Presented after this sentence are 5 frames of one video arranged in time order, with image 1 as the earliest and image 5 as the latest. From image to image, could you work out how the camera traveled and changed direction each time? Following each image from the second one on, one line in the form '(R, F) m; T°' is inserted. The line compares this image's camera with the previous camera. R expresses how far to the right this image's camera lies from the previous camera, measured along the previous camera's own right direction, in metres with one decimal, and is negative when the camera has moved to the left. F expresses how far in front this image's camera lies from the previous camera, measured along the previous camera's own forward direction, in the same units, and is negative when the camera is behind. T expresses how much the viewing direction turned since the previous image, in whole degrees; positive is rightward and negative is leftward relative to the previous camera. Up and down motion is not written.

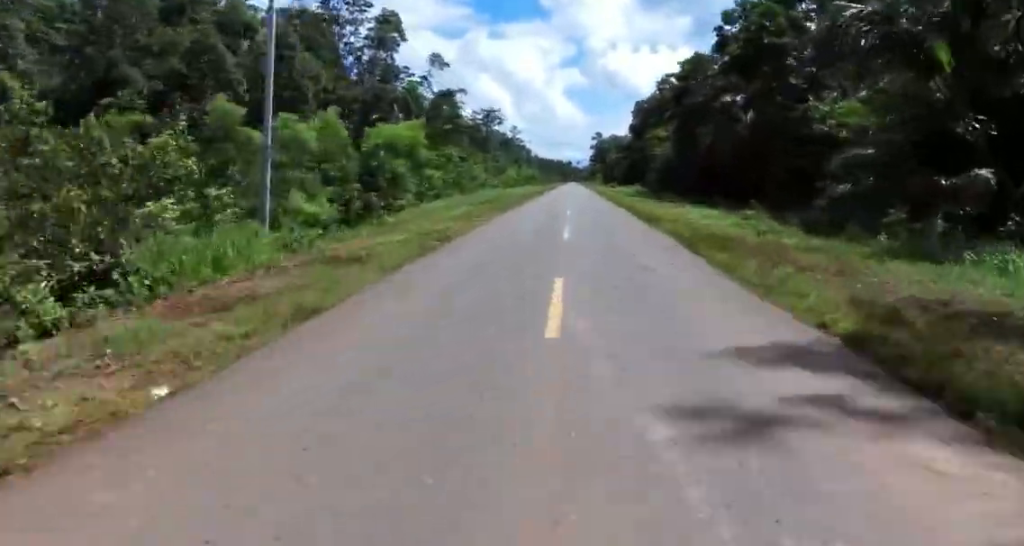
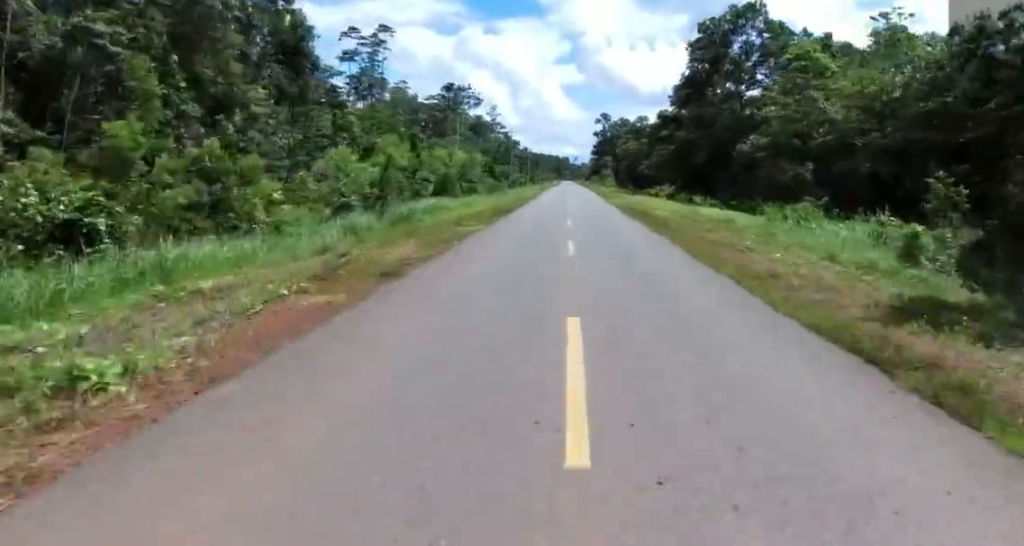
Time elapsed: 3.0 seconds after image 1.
(-2.9, +69.2) m; -4°
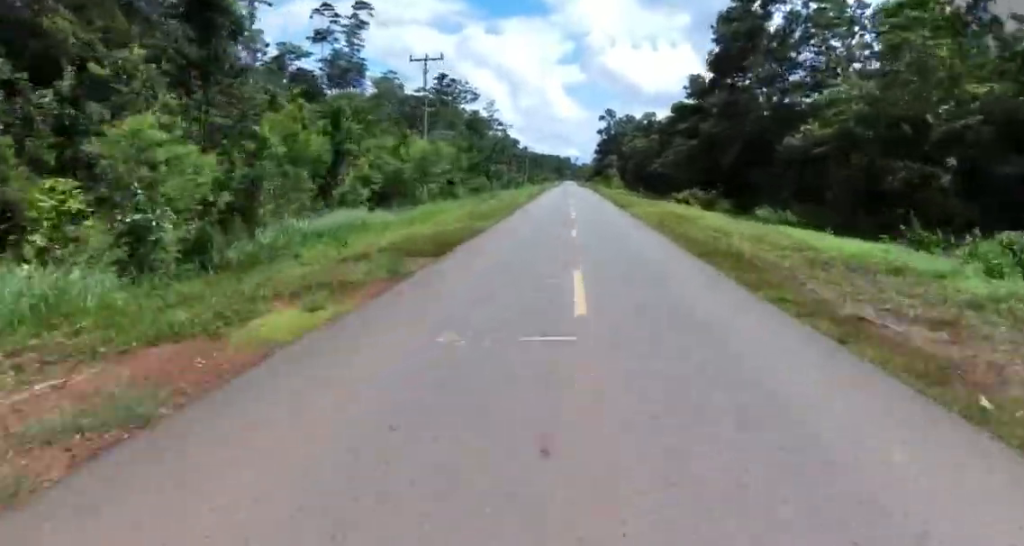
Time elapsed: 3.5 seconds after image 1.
(0.0, +13.1) m; +1°
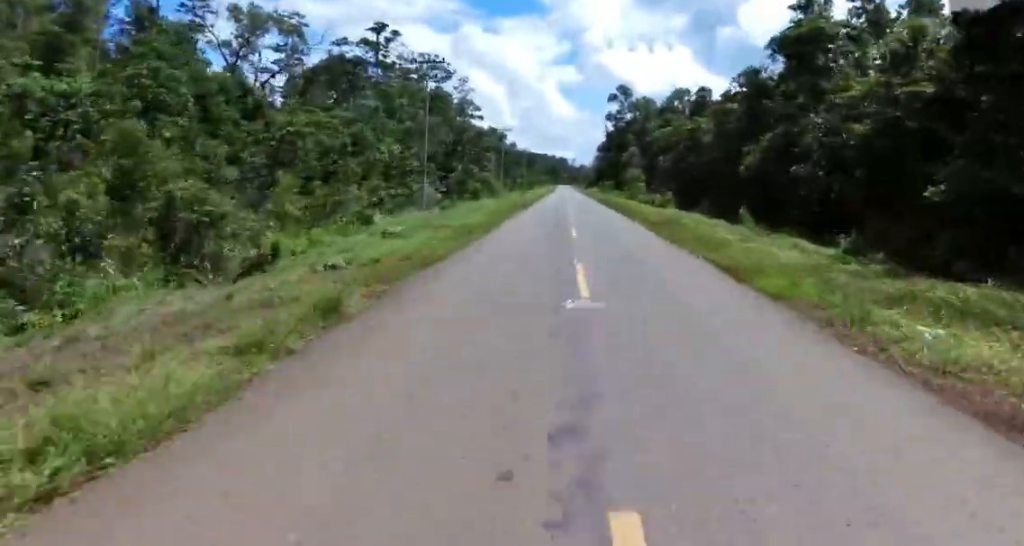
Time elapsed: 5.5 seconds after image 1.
(+0.8, +49.0) m; +1°
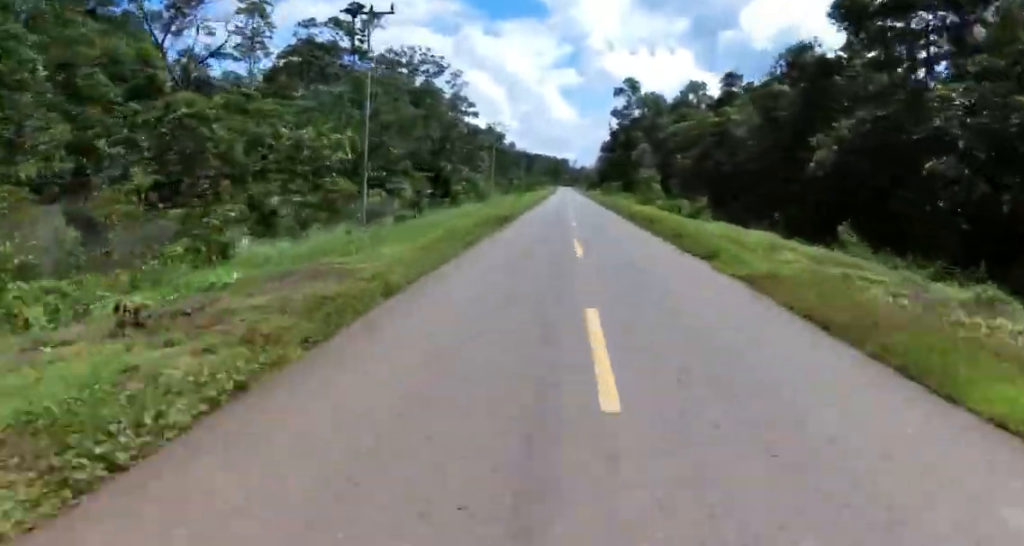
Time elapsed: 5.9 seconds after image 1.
(0.0, +12.1) m; 0°
